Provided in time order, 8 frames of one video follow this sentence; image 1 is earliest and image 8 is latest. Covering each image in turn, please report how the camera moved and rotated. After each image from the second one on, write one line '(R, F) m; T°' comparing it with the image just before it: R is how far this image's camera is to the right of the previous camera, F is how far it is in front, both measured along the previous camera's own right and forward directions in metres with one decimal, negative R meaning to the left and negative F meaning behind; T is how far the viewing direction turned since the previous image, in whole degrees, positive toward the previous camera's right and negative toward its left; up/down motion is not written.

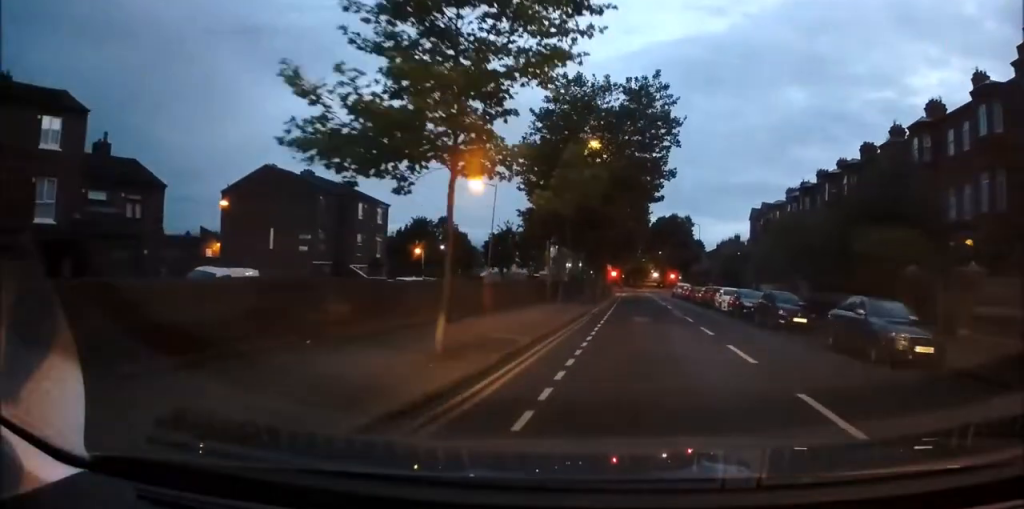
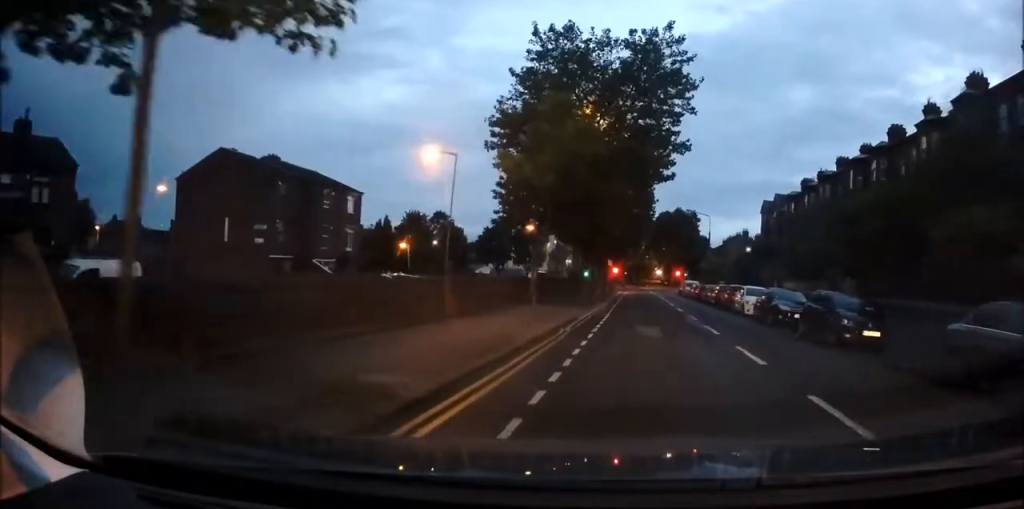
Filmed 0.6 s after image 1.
(-0.1, +6.2) m; 0°
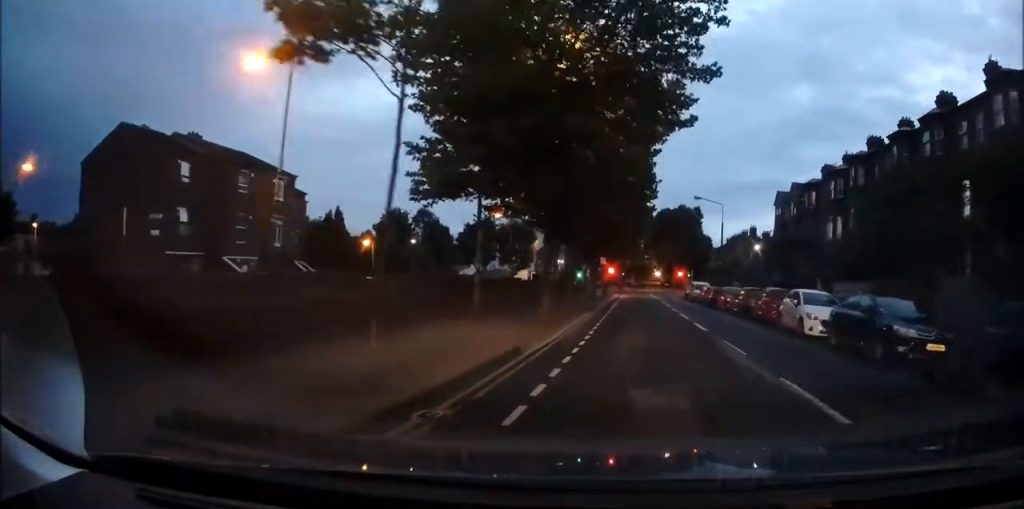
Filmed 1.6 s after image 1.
(+0.1, +9.8) m; 0°
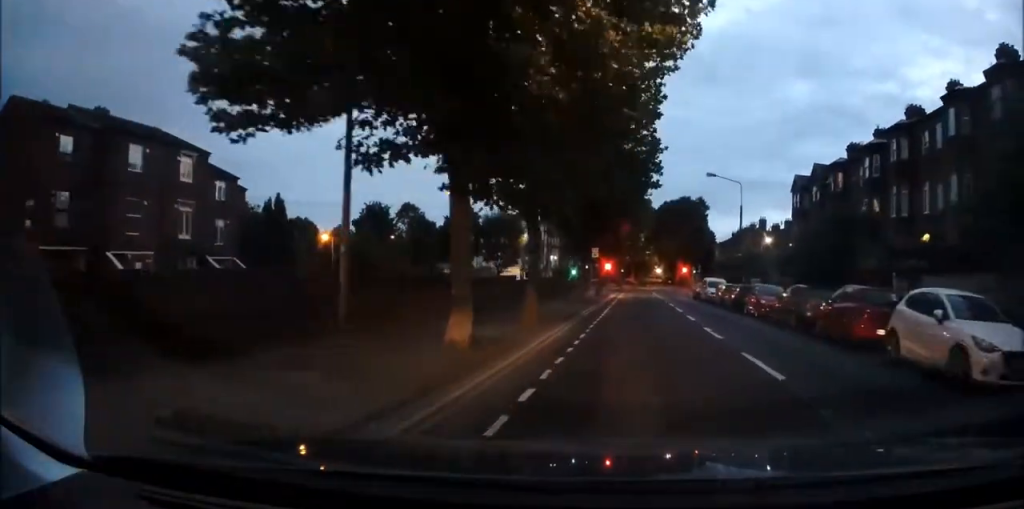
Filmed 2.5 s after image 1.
(-0.1, +8.9) m; 0°
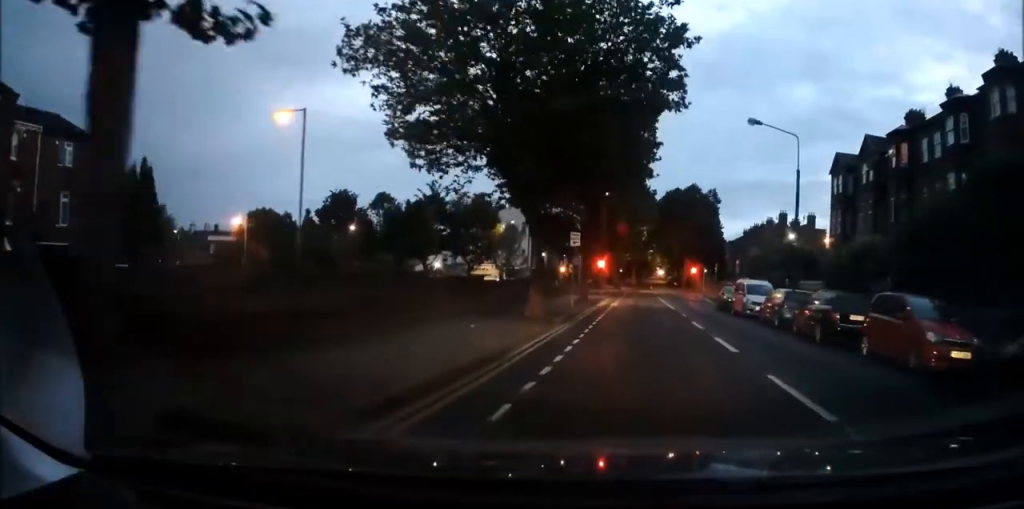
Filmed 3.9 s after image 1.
(+0.2, +13.7) m; -1°
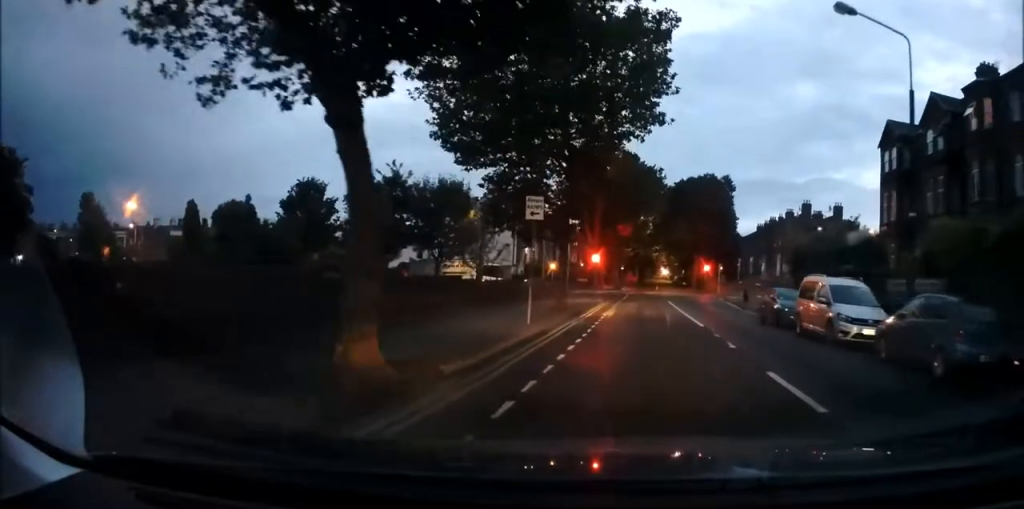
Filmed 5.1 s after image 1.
(-0.4, +11.4) m; -1°
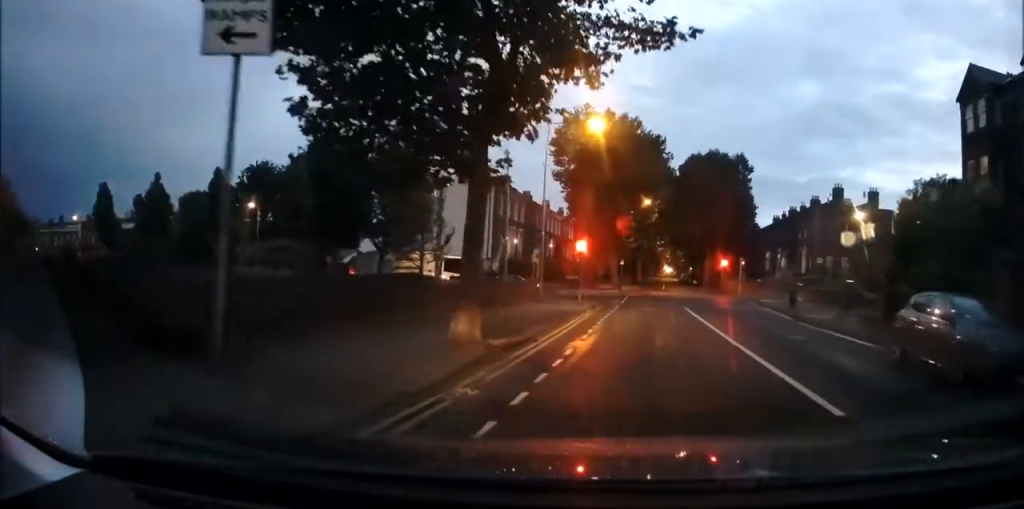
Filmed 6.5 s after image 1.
(+0.1, +12.9) m; -1°
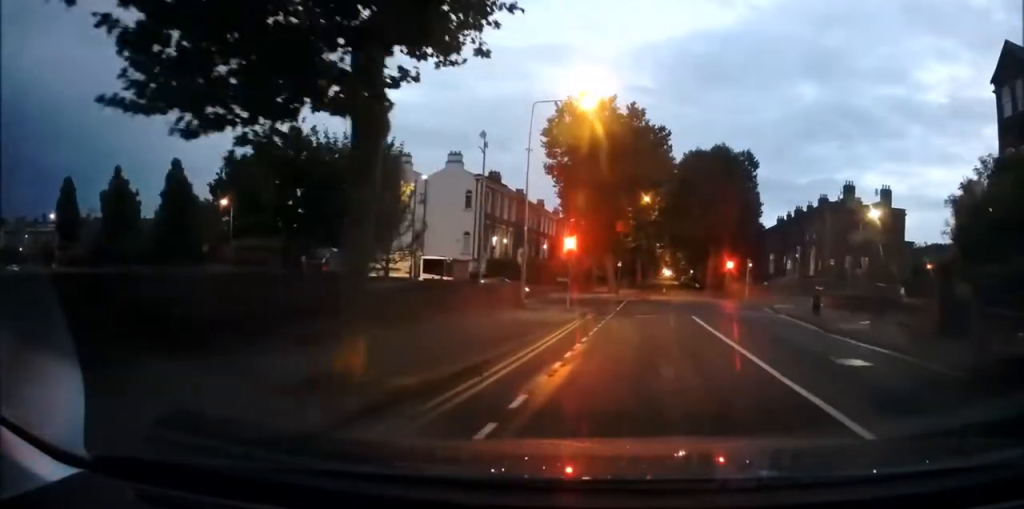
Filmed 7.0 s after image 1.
(-0.1, +4.4) m; -1°
